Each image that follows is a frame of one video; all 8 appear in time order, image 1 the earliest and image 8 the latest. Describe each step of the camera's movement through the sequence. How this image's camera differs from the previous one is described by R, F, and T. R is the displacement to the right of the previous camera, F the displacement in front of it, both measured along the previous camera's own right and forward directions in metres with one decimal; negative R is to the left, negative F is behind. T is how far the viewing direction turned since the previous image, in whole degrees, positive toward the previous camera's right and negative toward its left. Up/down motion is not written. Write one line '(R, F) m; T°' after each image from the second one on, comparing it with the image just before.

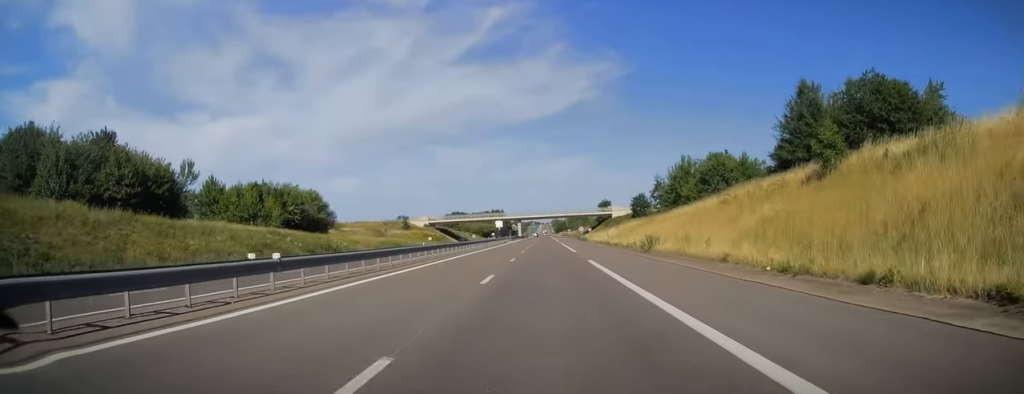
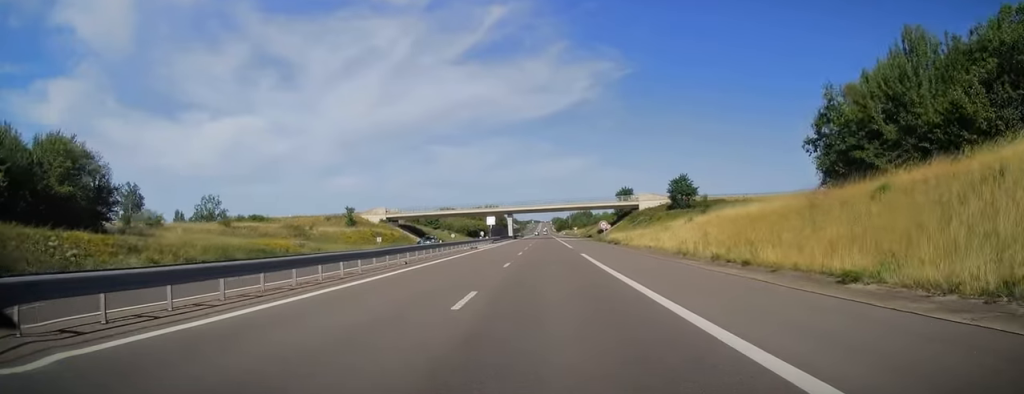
(0.0, +44.7) m; 0°
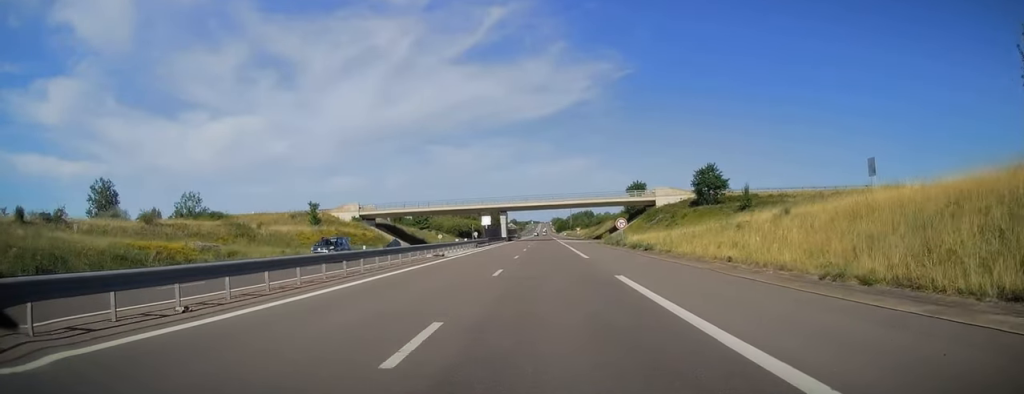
(0.0, +17.7) m; +1°
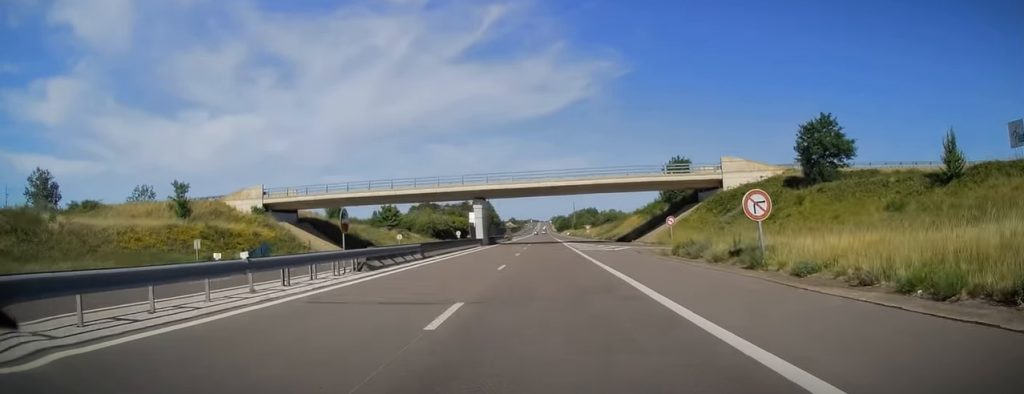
(+0.5, +36.8) m; 0°
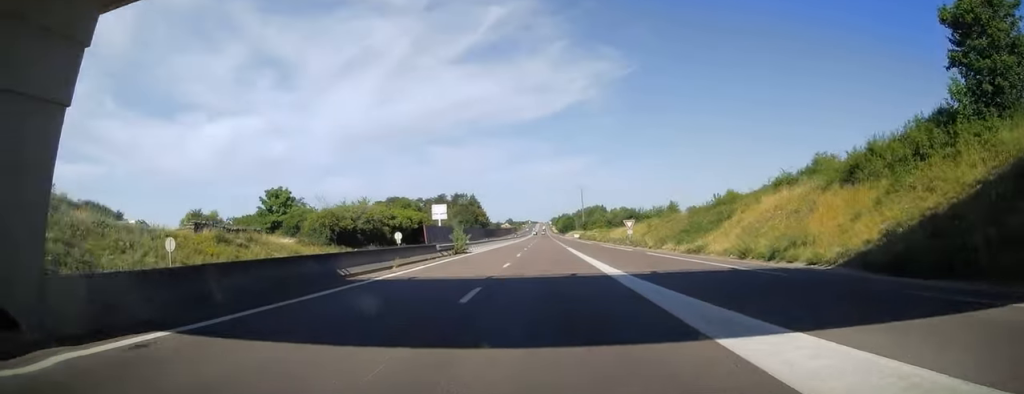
(-1.0, +61.3) m; -1°
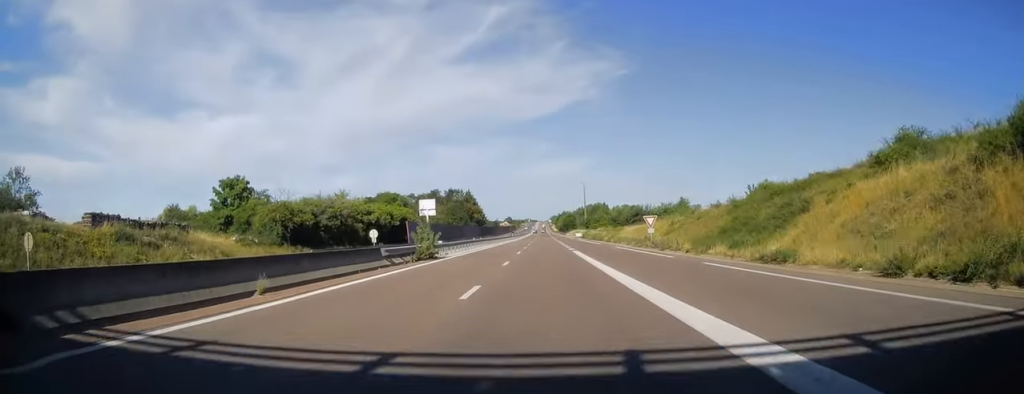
(0.0, +12.8) m; 0°
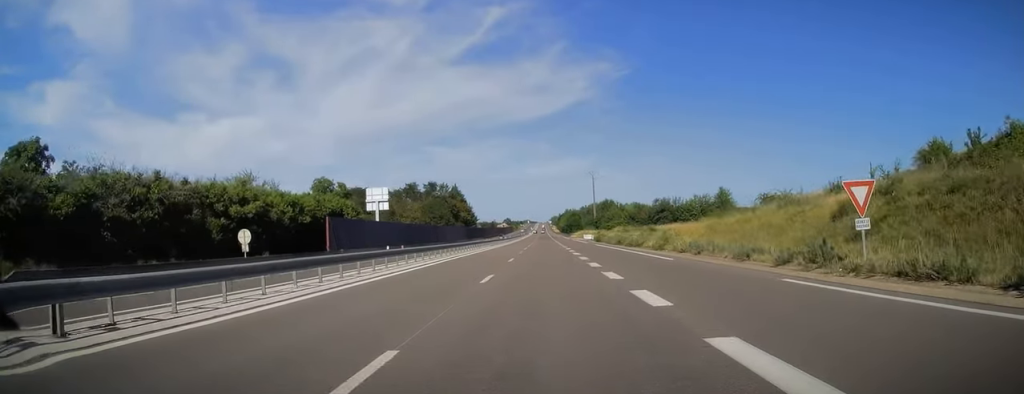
(0.0, +34.3) m; +1°
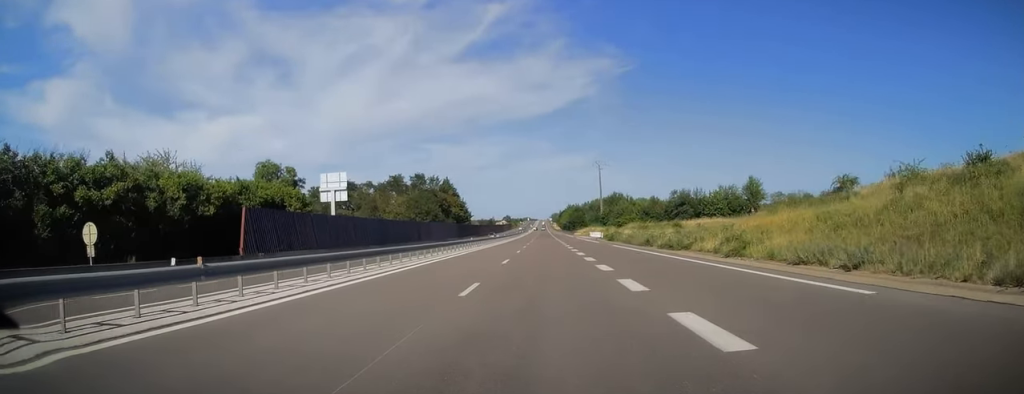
(0.0, +17.1) m; 0°
